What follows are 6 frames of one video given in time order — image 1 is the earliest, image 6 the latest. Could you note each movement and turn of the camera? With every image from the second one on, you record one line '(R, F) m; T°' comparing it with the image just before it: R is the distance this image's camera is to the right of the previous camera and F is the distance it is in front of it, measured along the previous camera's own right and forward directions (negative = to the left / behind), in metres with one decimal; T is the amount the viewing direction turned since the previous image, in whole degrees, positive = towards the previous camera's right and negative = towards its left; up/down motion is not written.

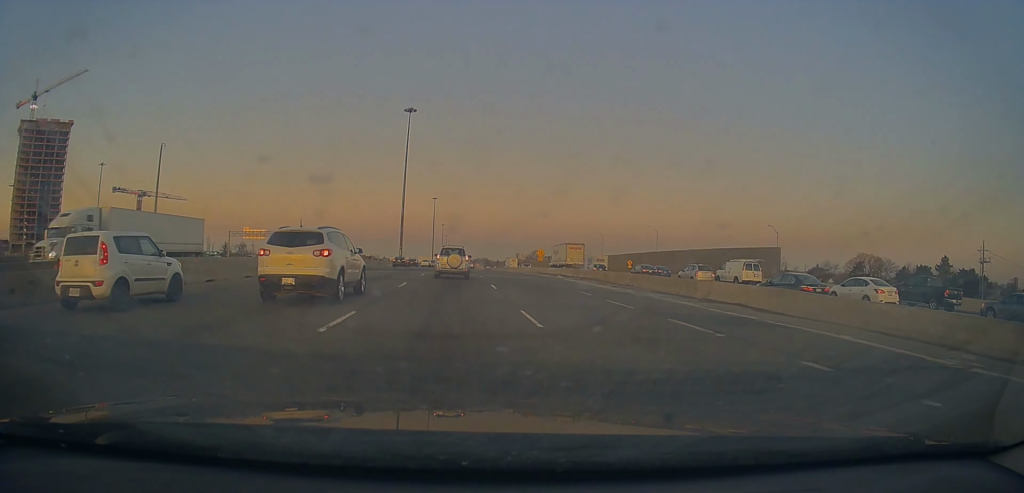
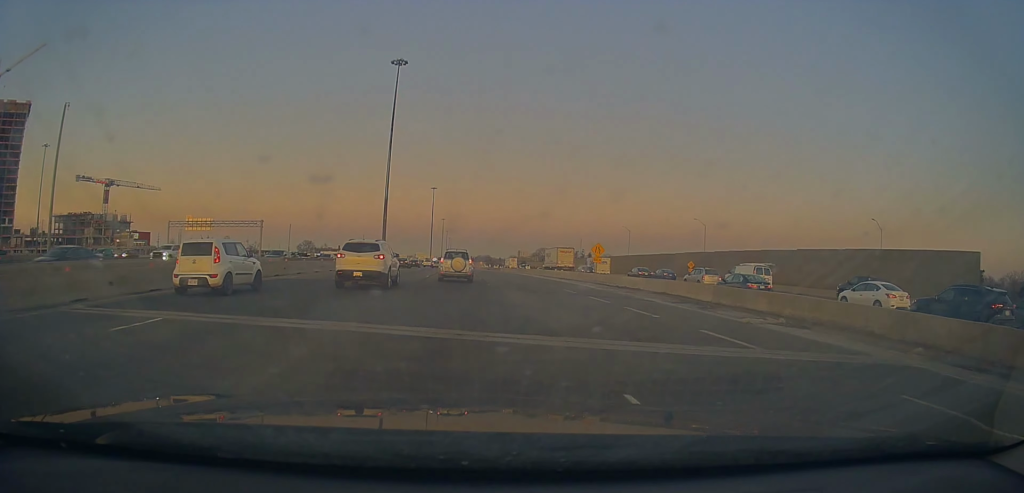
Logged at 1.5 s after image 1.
(+0.5, +31.2) m; +2°
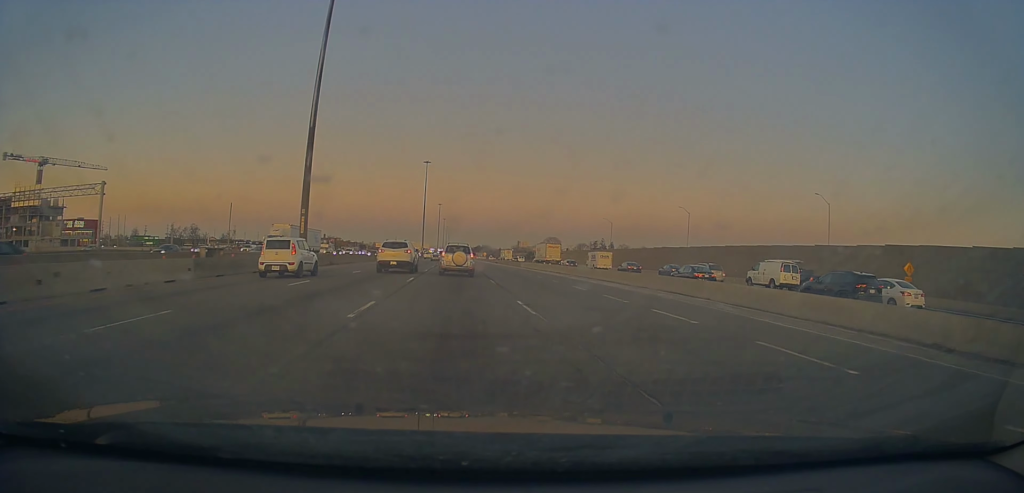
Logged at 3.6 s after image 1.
(+0.2, +48.2) m; 0°
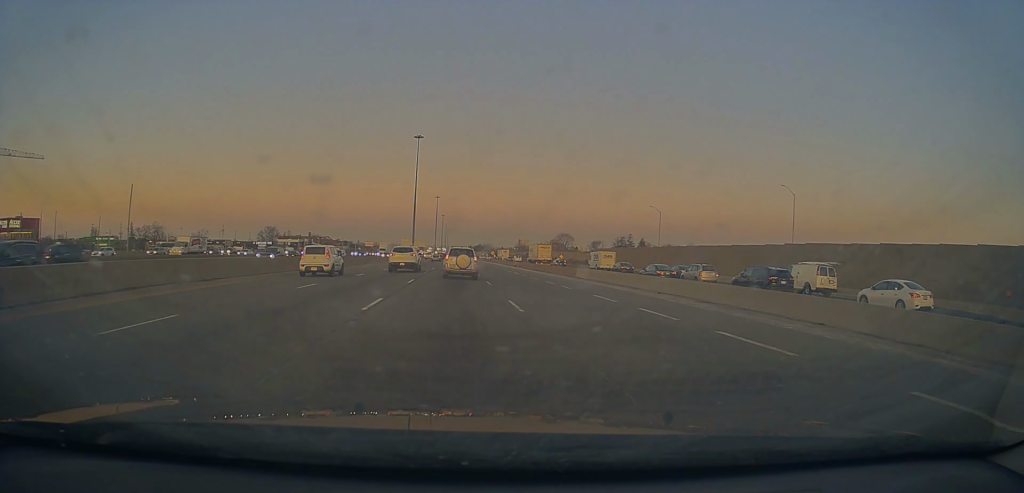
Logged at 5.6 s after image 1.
(-1.0, +45.5) m; -1°
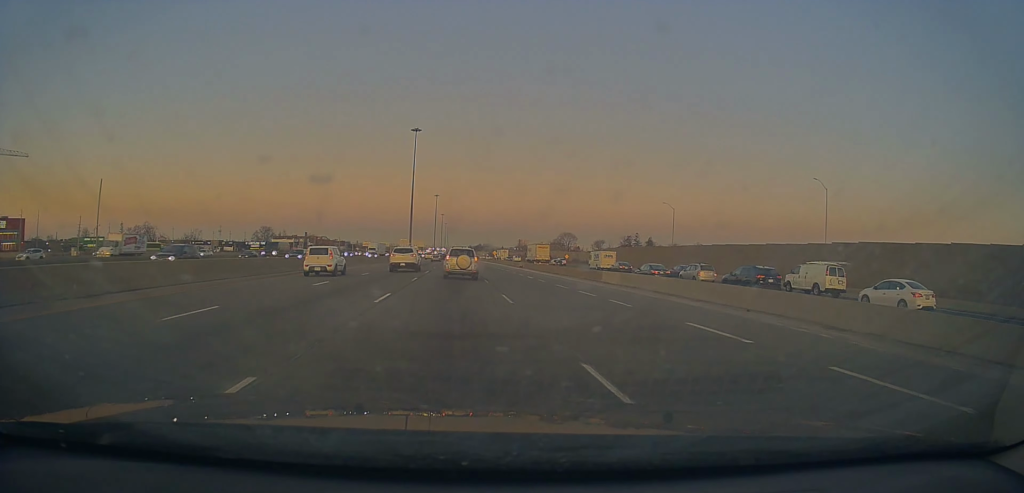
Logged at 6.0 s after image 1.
(-0.4, +9.3) m; +1°
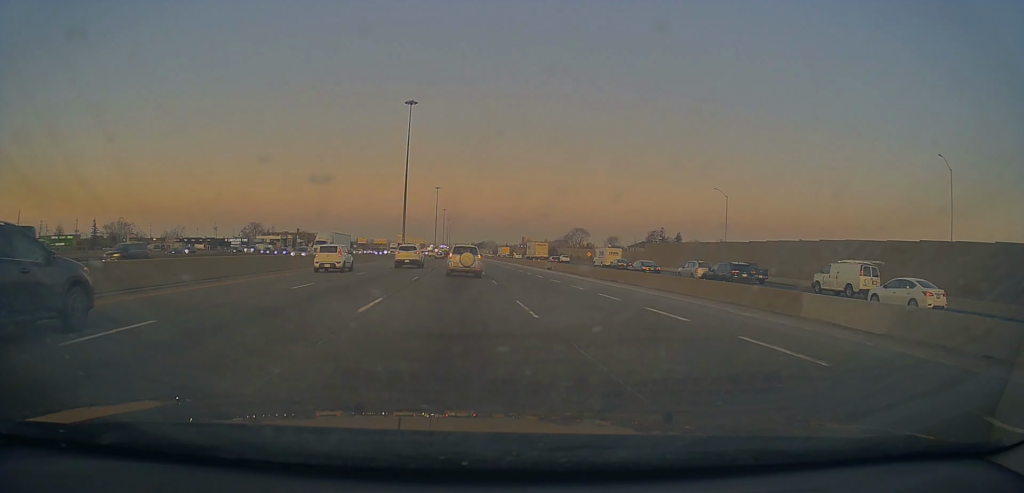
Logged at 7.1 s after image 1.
(+1.3, +26.1) m; 0°
